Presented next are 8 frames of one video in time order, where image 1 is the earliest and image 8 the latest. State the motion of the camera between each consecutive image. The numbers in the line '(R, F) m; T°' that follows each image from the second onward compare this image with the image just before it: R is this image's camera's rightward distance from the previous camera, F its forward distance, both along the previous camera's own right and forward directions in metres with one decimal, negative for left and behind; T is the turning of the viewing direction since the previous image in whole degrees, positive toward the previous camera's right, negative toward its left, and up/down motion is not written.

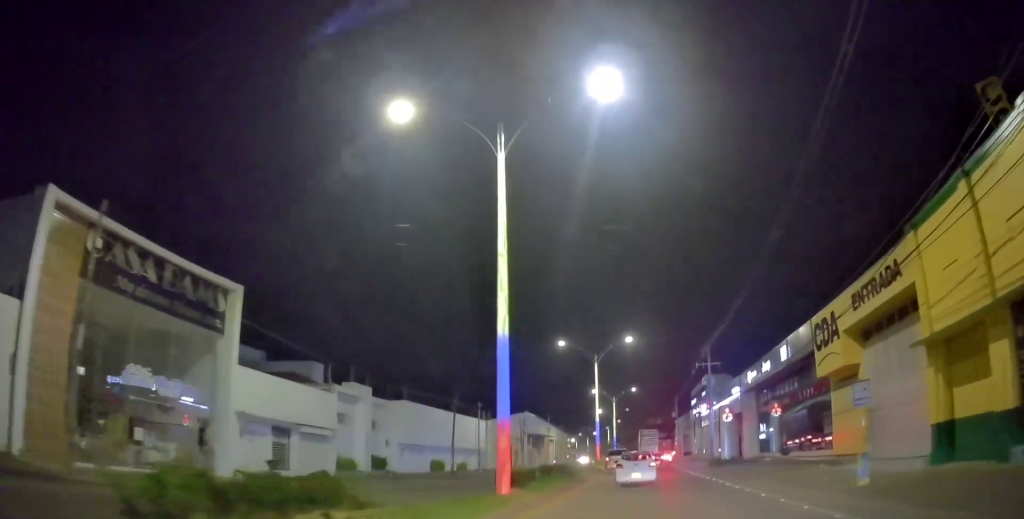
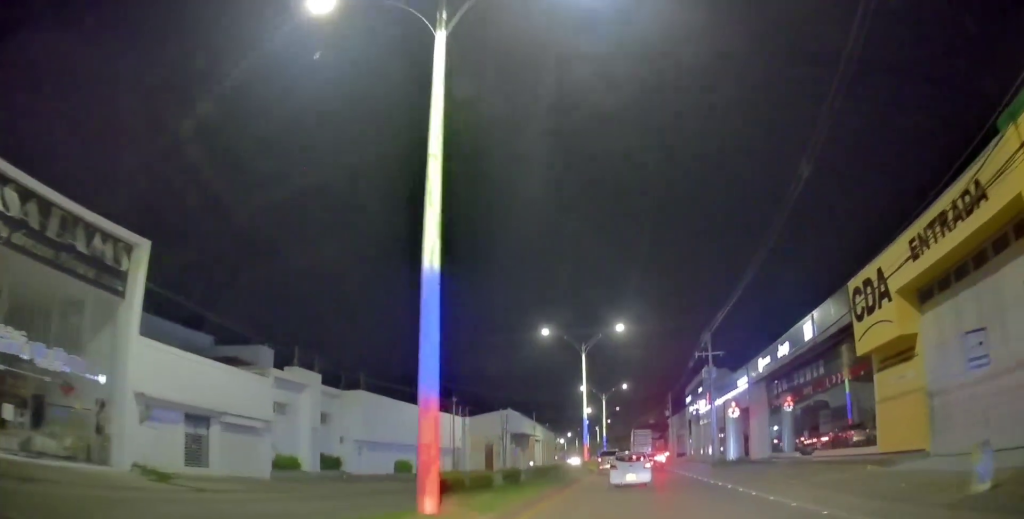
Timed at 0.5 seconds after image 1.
(0.0, +5.2) m; 0°
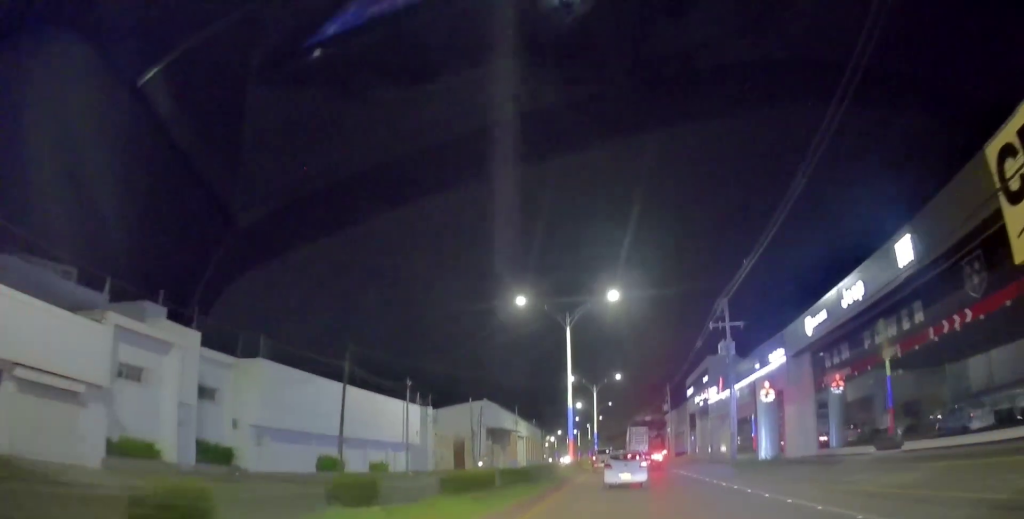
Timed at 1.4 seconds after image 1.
(0.0, +9.2) m; 0°
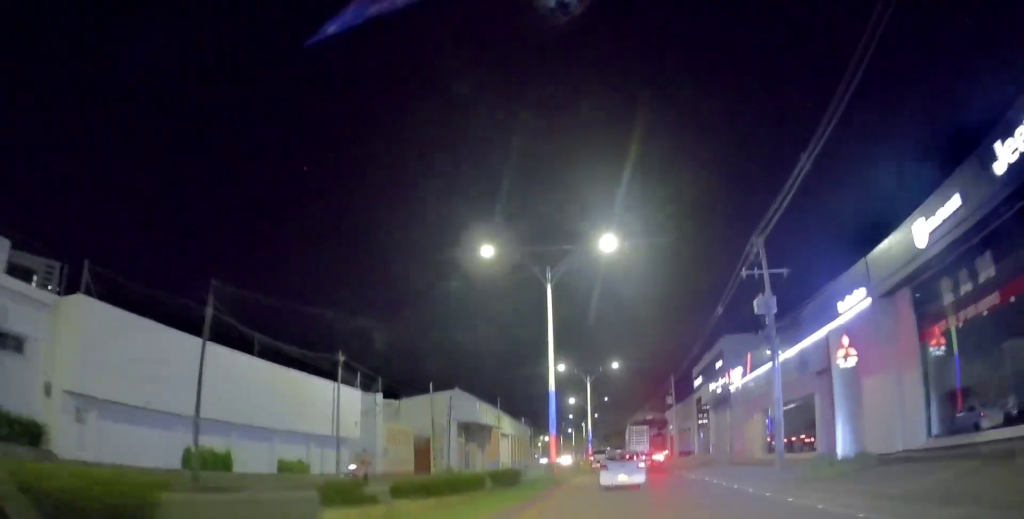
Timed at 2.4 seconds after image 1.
(0.0, +9.8) m; 0°
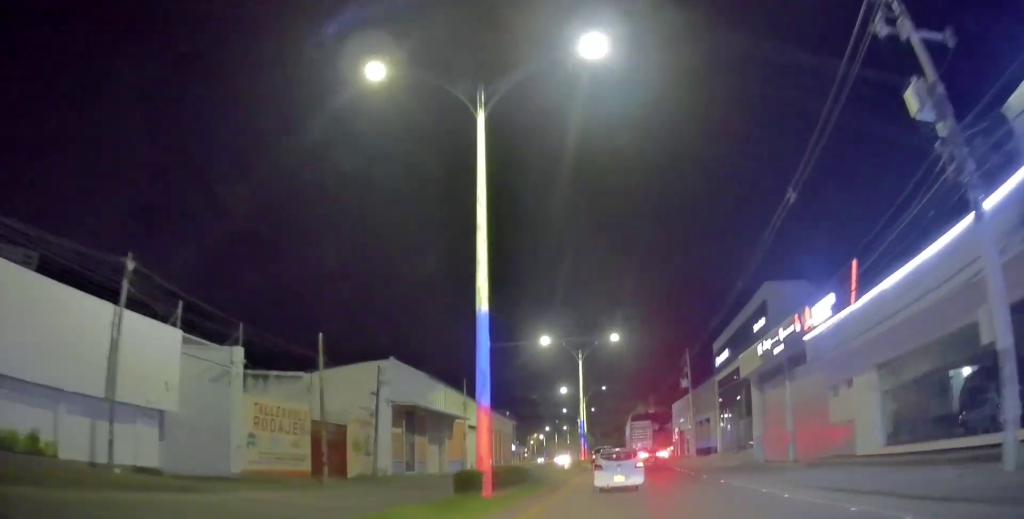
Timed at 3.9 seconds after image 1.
(0.0, +15.5) m; +3°
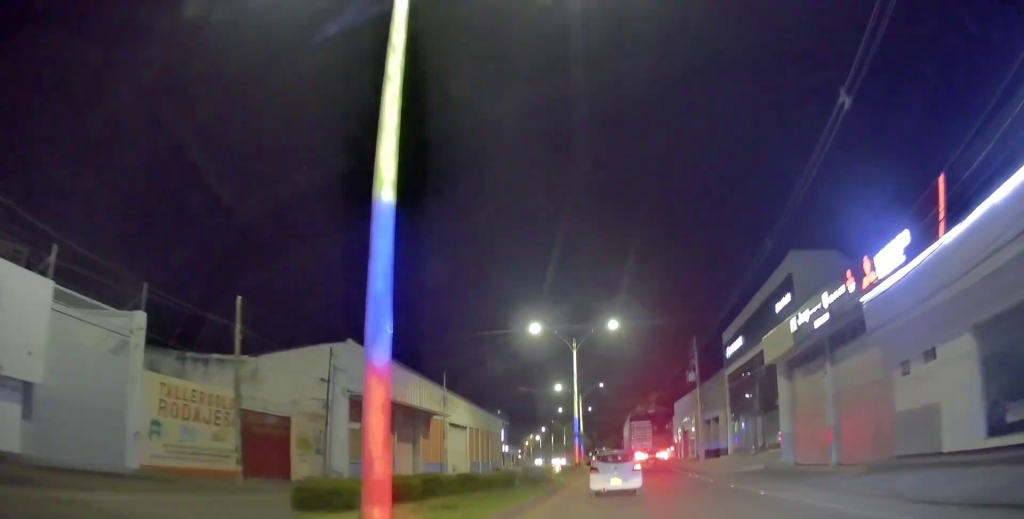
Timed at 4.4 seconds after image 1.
(+0.2, +6.0) m; 0°
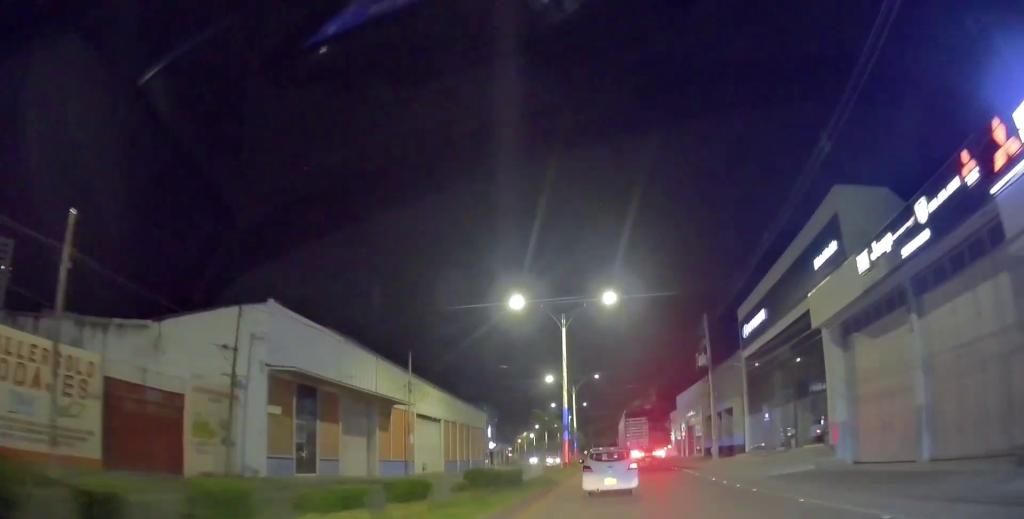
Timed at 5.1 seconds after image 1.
(+0.1, +7.6) m; -1°
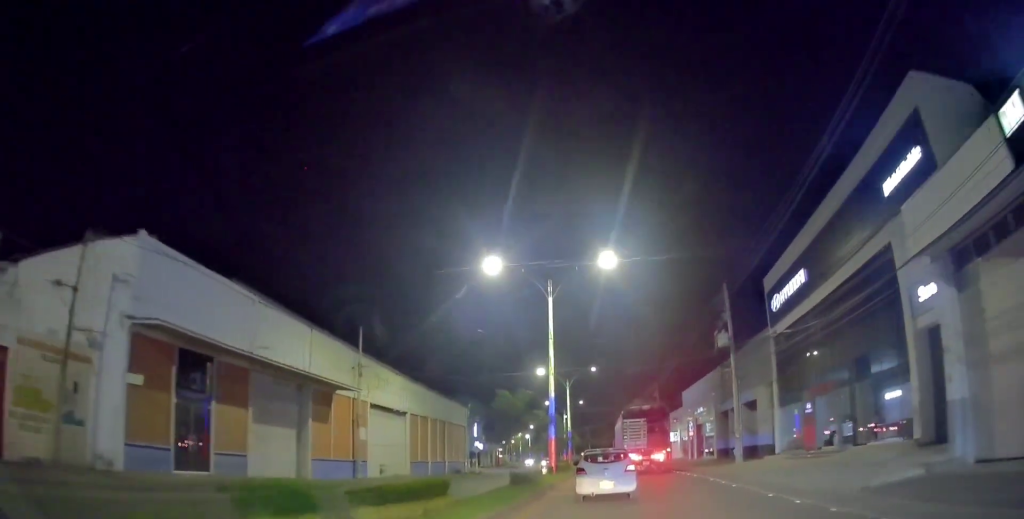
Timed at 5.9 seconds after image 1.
(-0.3, +8.3) m; -2°
